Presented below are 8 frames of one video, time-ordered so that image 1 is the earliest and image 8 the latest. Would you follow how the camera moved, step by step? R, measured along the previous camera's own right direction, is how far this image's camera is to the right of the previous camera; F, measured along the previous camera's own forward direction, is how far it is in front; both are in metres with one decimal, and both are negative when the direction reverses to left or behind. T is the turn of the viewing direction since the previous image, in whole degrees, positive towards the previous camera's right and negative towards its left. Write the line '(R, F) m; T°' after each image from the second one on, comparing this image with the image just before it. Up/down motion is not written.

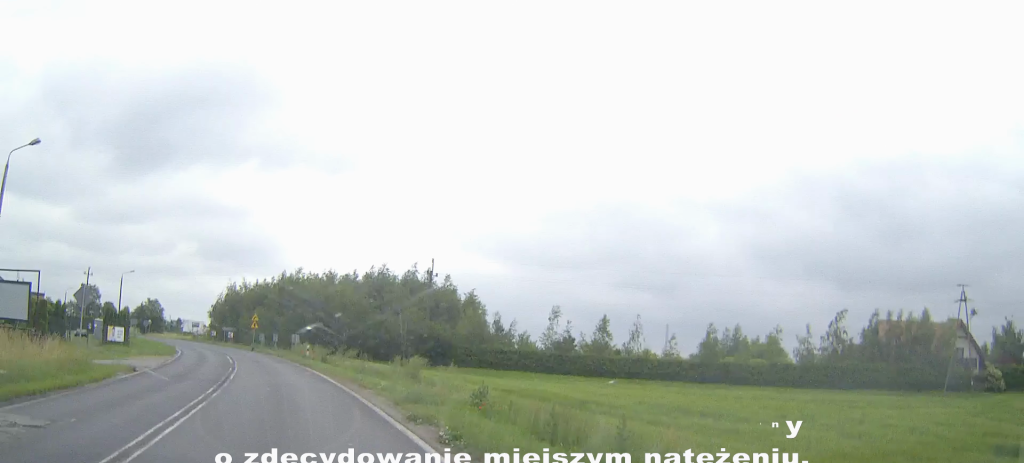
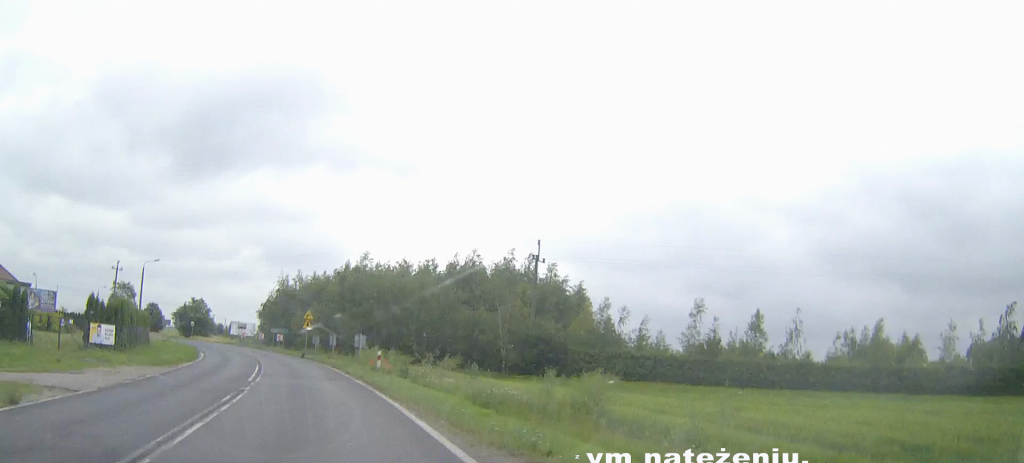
(-1.1, +16.0) m; -7°
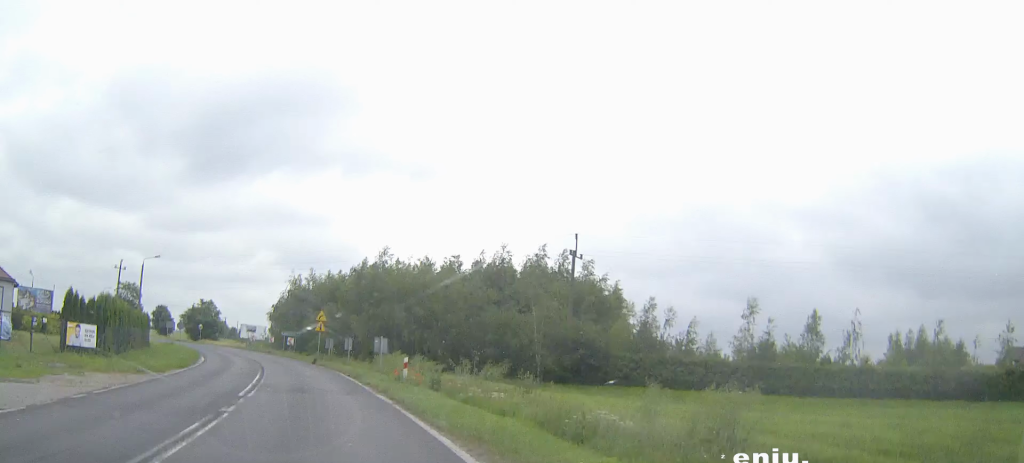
(-0.1, +5.4) m; -1°
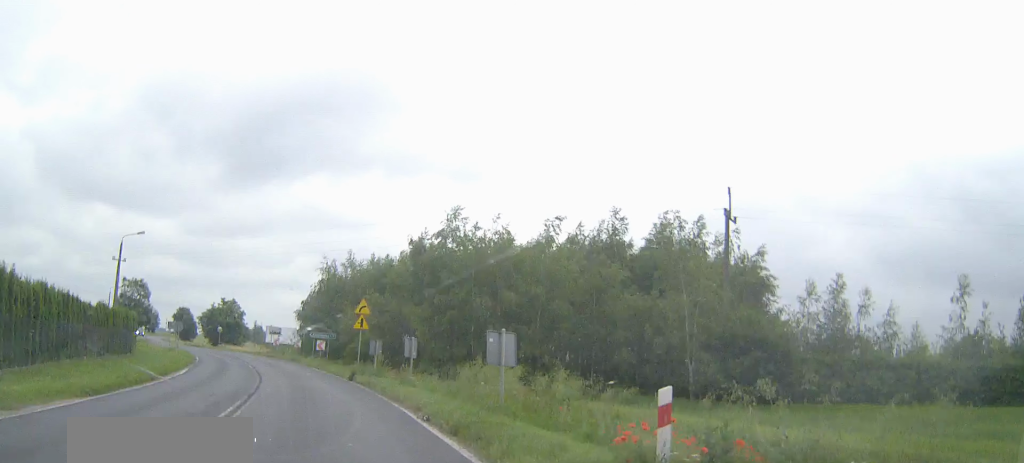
(-0.6, +16.9) m; -4°
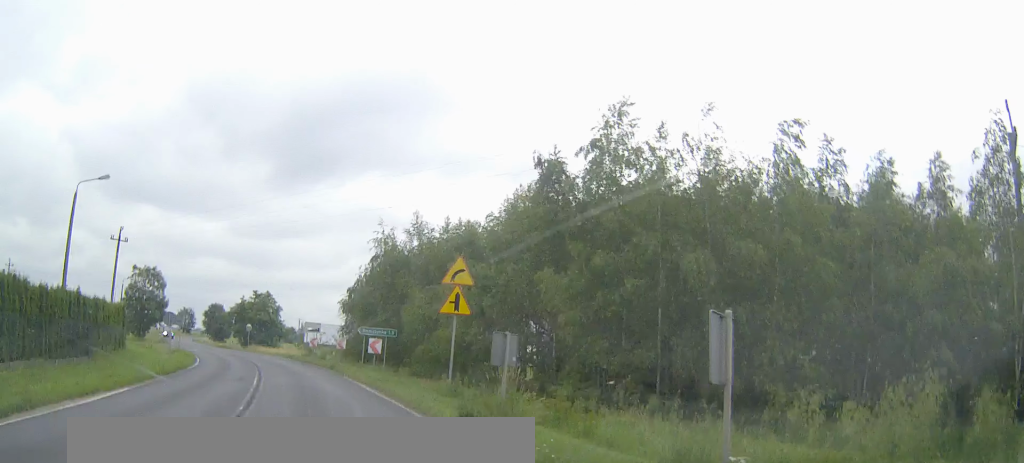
(-0.5, +16.8) m; -4°
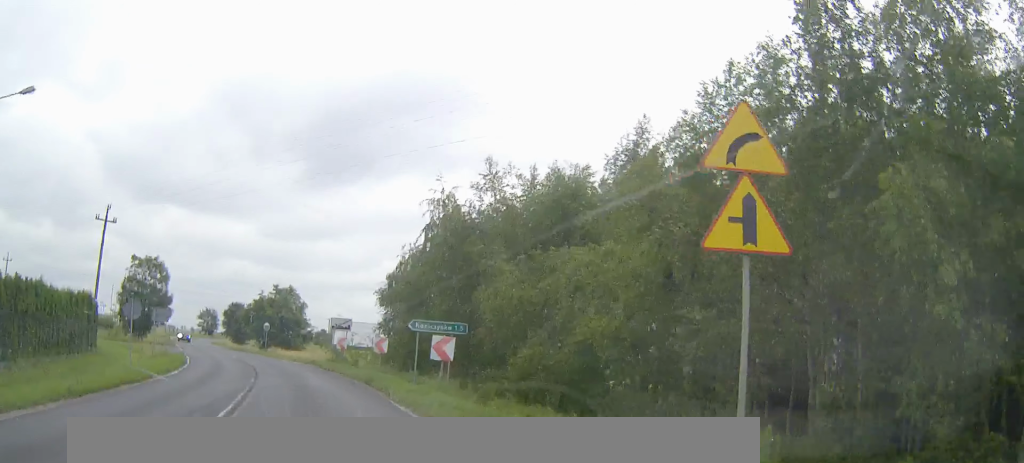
(-0.4, +12.6) m; -3°
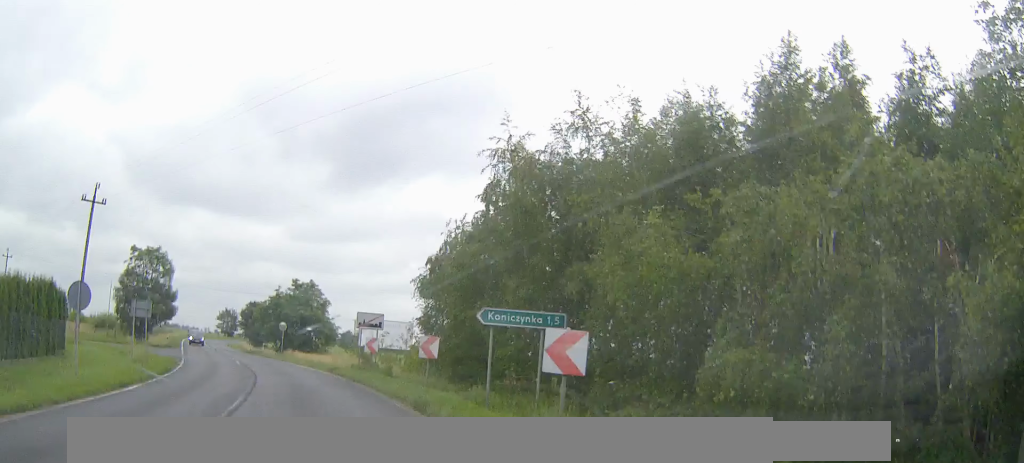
(-0.1, +8.1) m; -2°
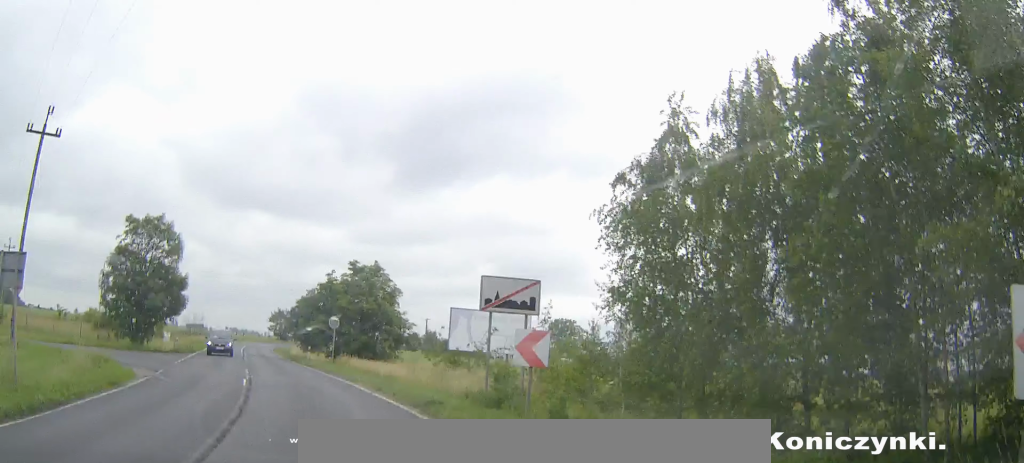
(-0.6, +17.7) m; -4°
